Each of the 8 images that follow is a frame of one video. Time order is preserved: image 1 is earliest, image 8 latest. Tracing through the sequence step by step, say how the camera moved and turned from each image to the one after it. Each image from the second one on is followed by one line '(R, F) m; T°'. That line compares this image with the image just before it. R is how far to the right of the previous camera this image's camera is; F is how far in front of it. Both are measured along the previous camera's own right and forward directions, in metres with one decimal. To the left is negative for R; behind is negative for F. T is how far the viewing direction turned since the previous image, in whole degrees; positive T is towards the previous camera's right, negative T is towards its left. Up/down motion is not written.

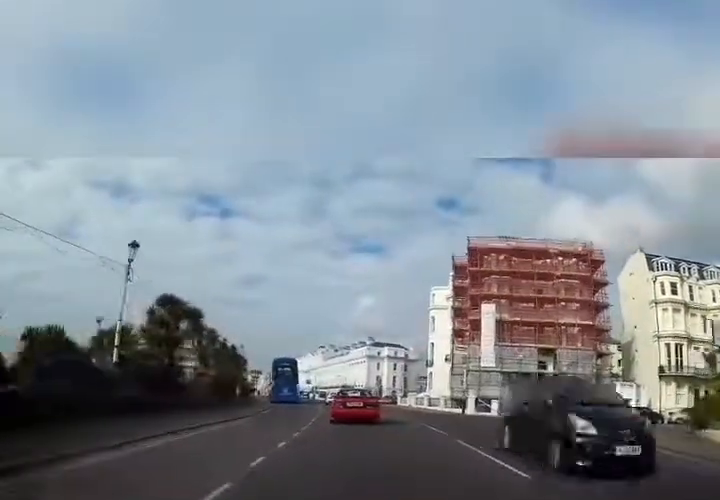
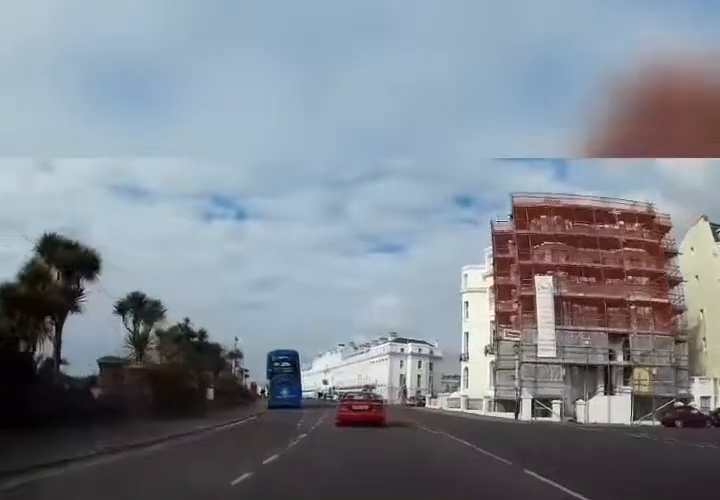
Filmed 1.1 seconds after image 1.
(-0.1, +9.4) m; -2°
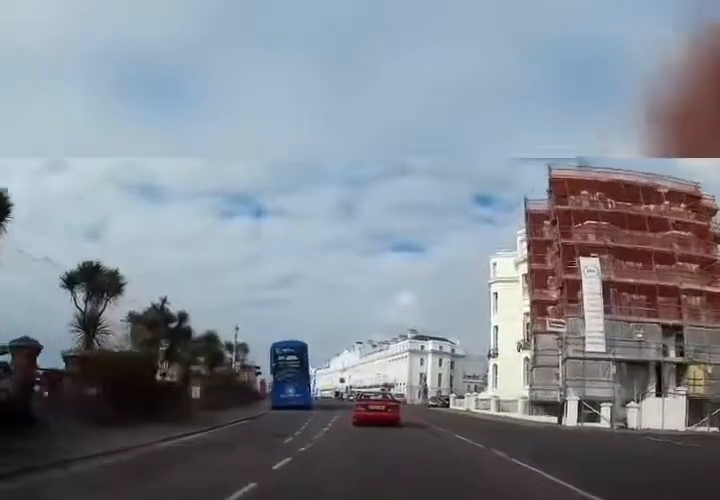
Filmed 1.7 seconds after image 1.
(0.0, +4.4) m; -1°
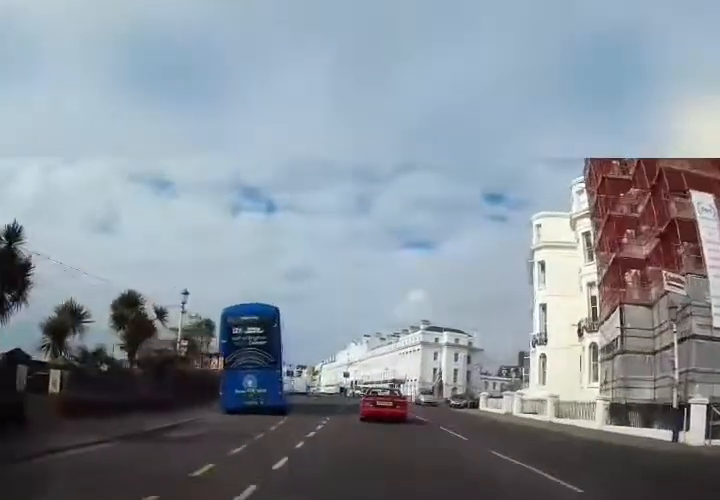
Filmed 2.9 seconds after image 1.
(-0.3, +10.2) m; -2°
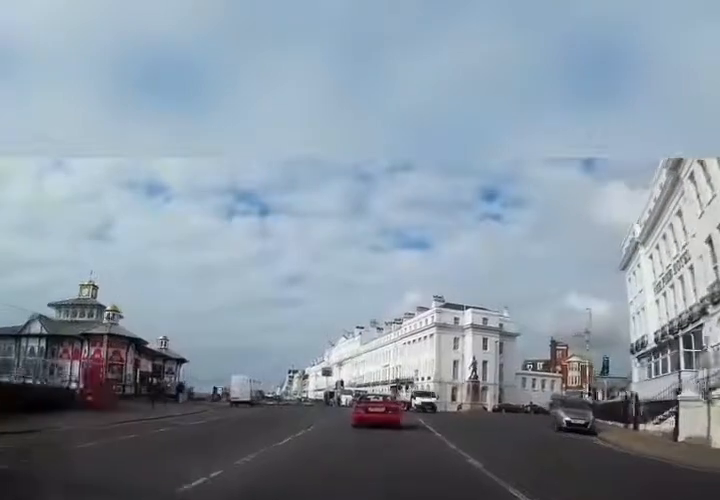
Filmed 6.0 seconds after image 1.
(-0.5, +27.4) m; +1°
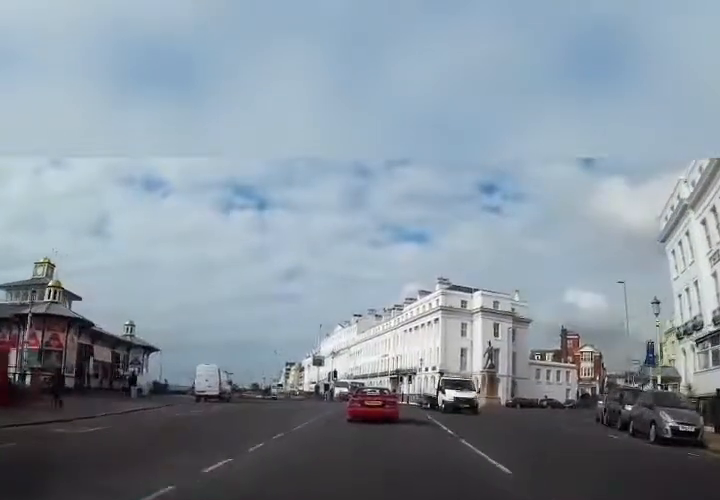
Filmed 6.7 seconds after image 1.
(+0.2, +6.9) m; +1°
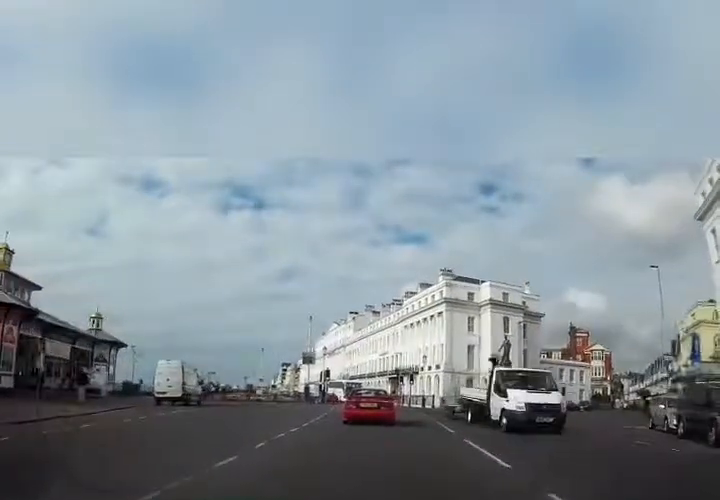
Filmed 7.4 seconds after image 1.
(0.0, +5.7) m; -1°
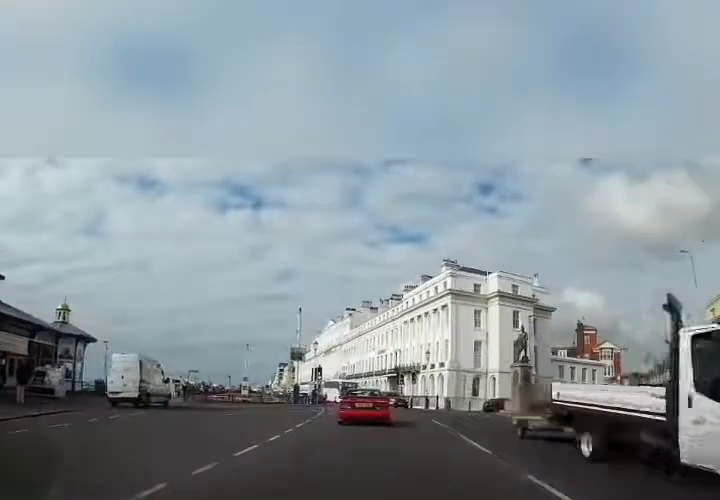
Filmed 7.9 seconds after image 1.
(0.0, +4.7) m; 0°
